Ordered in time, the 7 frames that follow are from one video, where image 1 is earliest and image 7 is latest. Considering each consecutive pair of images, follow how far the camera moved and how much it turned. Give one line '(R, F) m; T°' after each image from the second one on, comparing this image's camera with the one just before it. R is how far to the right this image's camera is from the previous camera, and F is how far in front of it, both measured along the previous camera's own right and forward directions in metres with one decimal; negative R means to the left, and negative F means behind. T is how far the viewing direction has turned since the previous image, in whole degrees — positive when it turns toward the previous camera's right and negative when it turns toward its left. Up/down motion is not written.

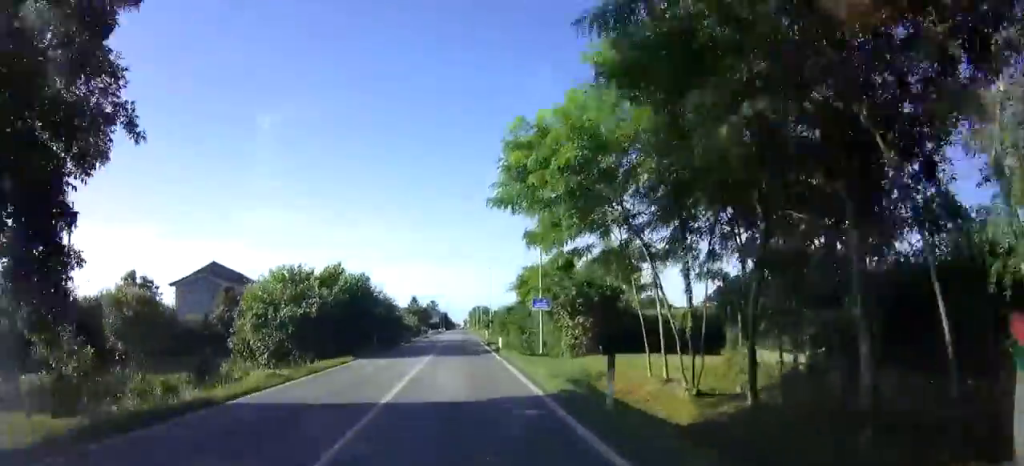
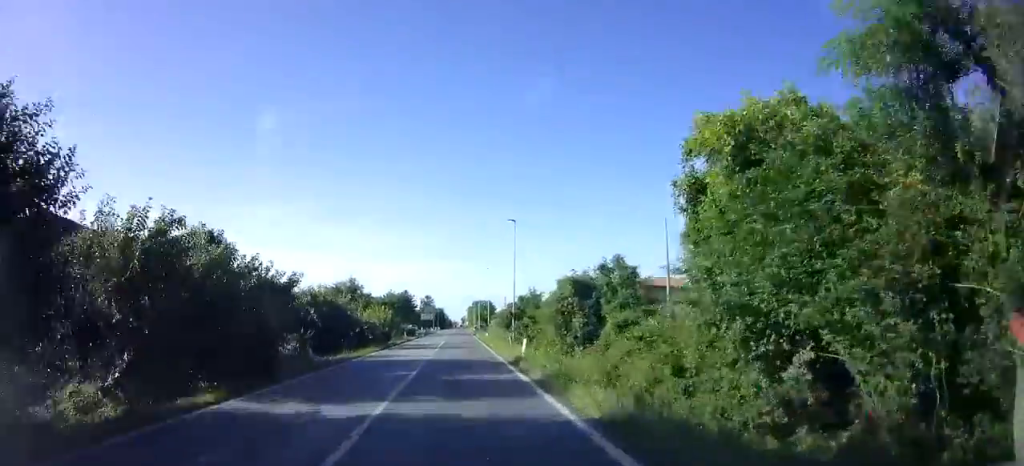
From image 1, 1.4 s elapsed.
(0.0, +32.7) m; 0°
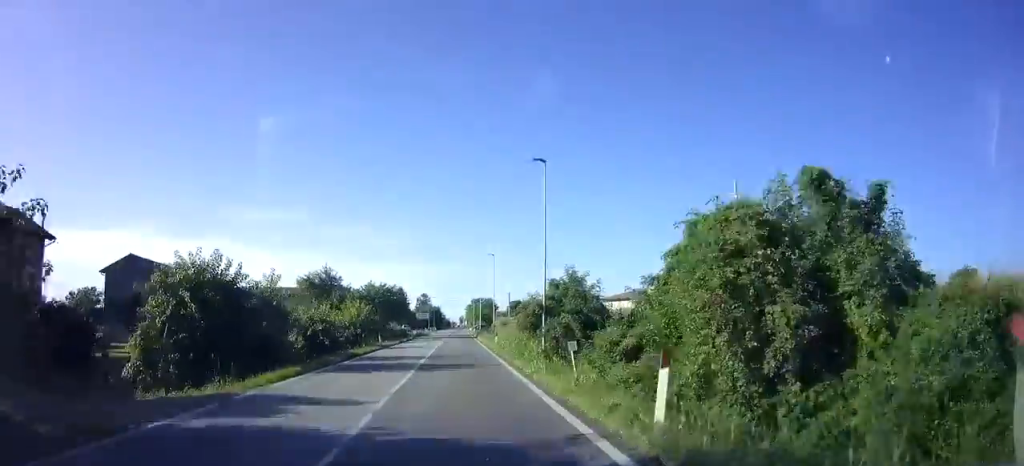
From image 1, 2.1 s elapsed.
(-0.1, +15.5) m; 0°
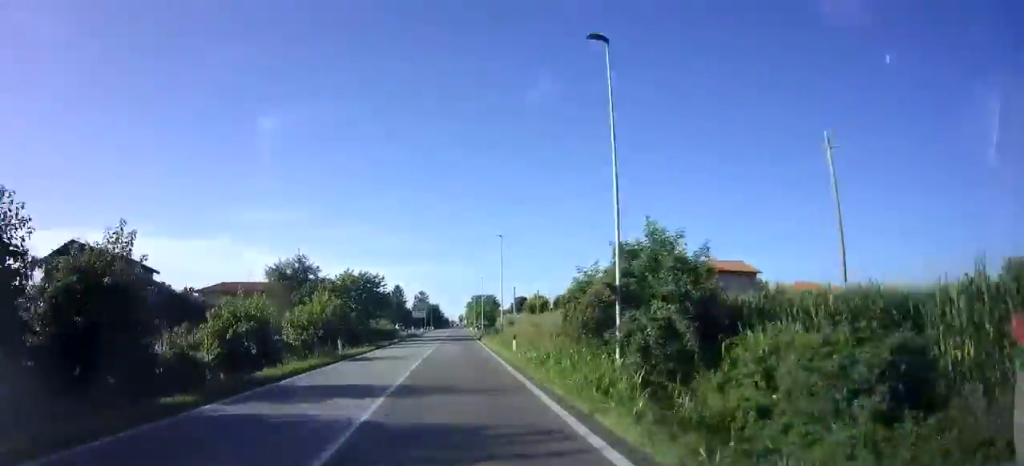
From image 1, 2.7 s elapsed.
(0.0, +11.6) m; 0°
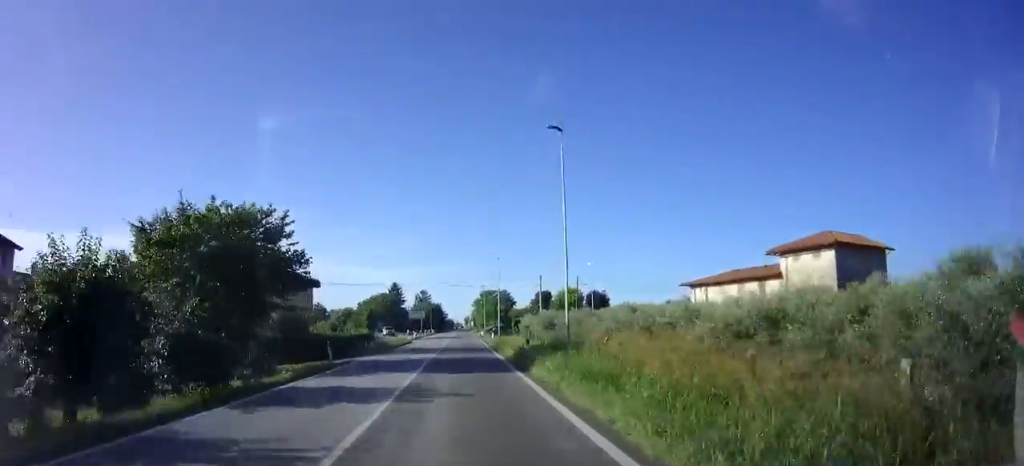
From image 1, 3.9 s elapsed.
(-0.1, +26.6) m; 0°
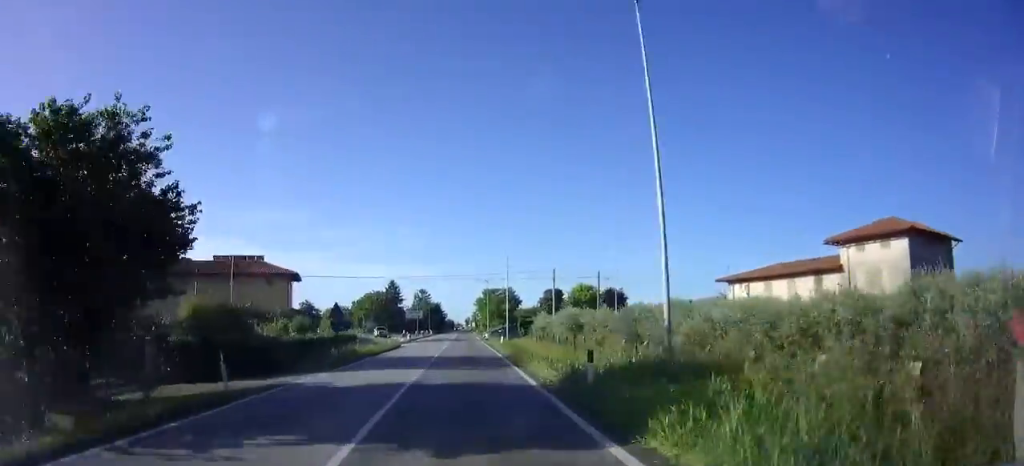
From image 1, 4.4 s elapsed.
(-0.1, +9.6) m; 0°
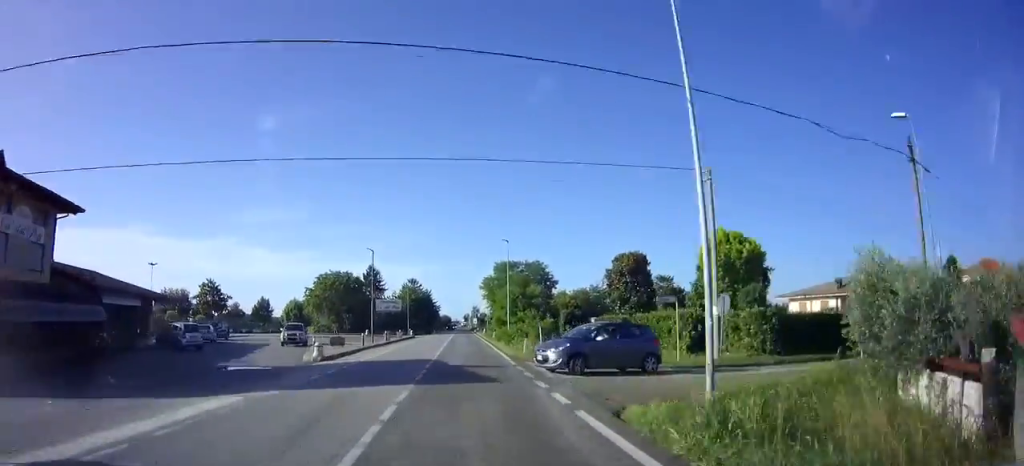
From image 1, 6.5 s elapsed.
(+0.1, +41.6) m; 0°
